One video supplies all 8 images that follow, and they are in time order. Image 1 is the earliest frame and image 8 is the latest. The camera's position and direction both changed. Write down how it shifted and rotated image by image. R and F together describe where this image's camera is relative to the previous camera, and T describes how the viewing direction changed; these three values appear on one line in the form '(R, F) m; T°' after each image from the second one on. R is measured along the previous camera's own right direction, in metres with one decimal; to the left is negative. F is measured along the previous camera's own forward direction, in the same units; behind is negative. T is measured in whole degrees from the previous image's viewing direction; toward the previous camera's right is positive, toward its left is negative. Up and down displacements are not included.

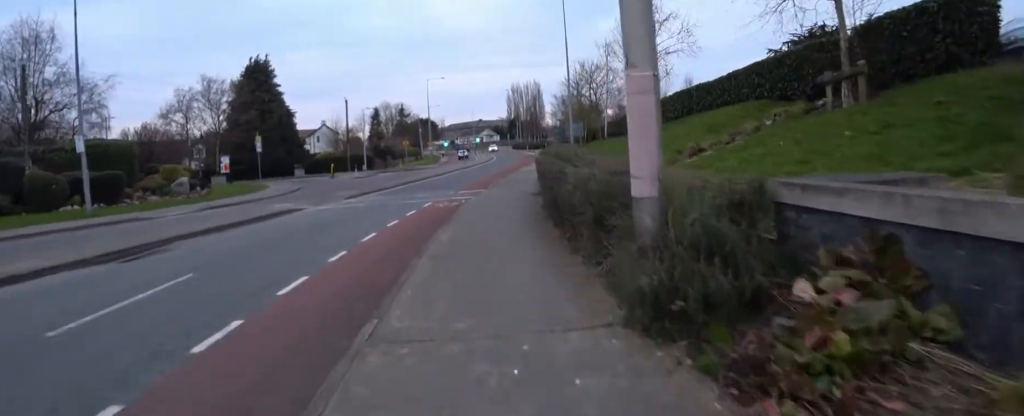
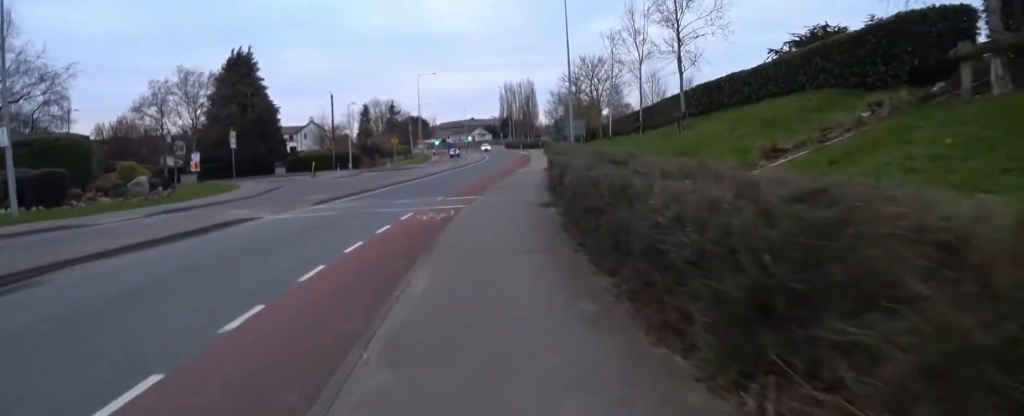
(+0.1, +1.8) m; -4°
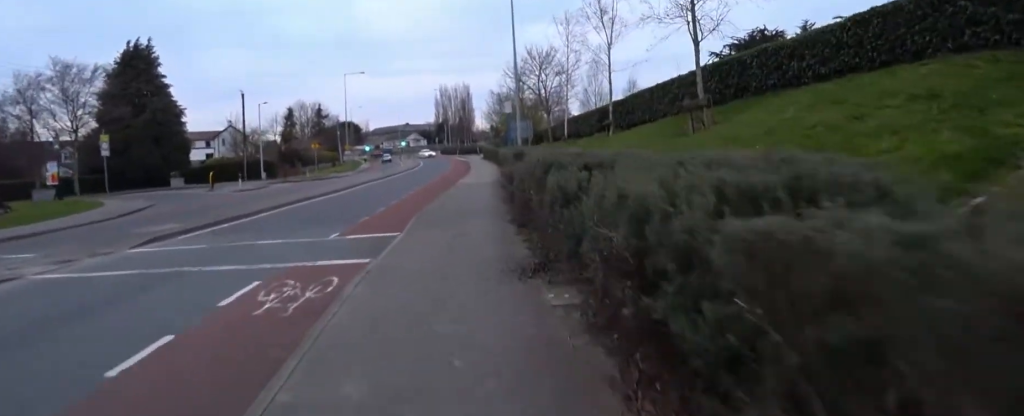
(-0.5, +4.8) m; -19°
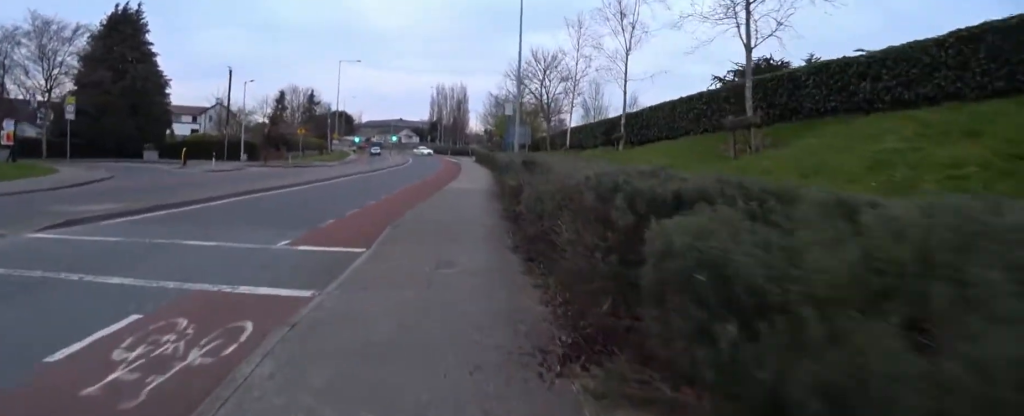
(-0.5, +1.9) m; -5°
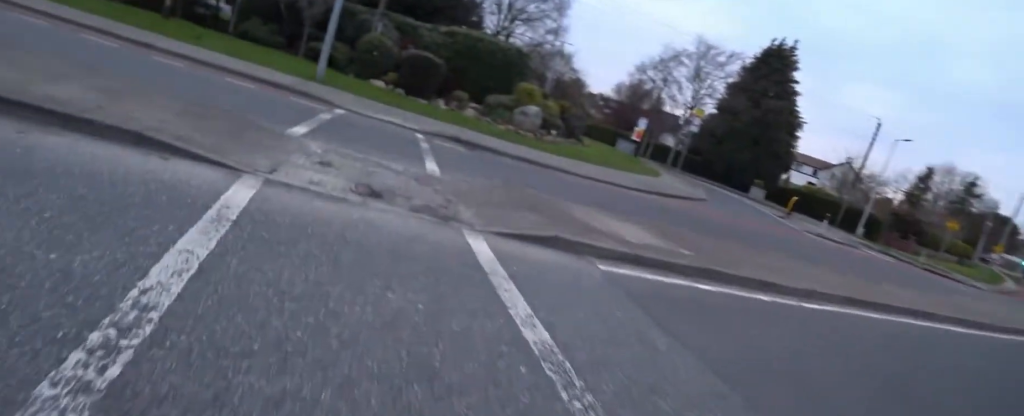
(-0.8, +6.4) m; -16°
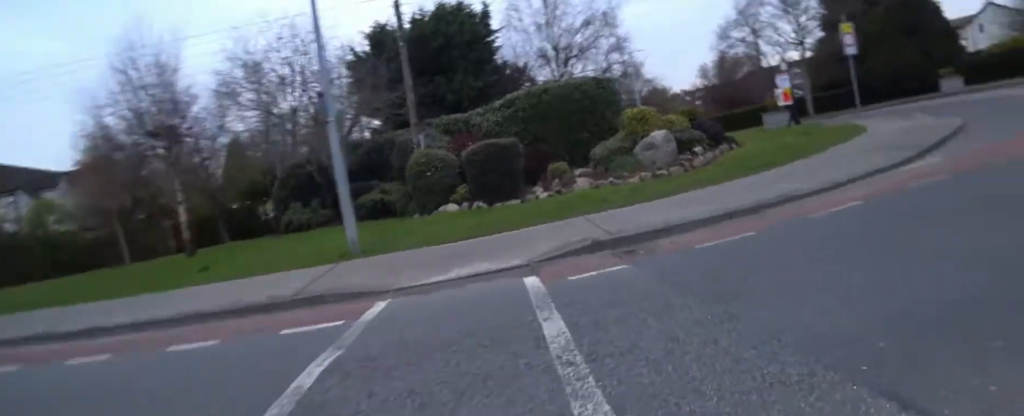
(-0.5, +5.1) m; +16°
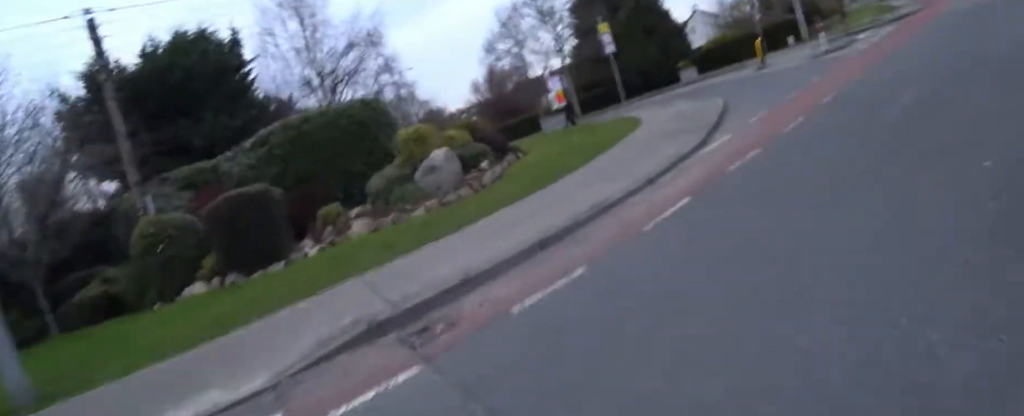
(+0.2, +1.7) m; +13°
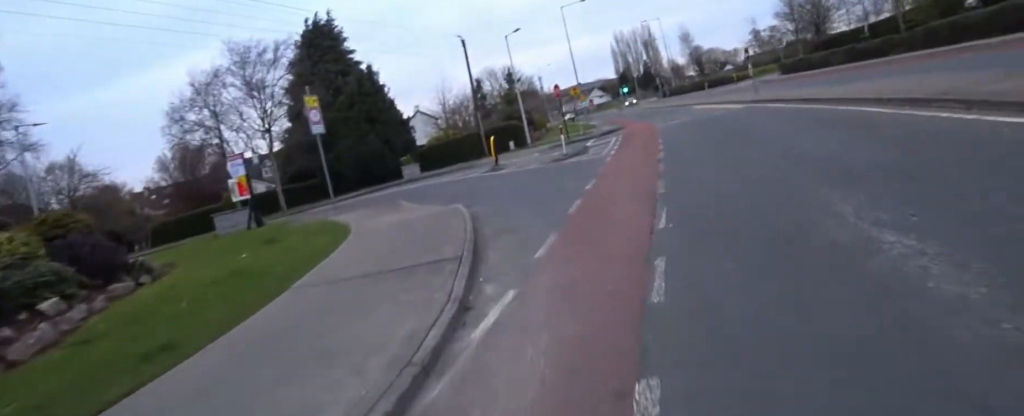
(+1.3, +4.0) m; +21°
